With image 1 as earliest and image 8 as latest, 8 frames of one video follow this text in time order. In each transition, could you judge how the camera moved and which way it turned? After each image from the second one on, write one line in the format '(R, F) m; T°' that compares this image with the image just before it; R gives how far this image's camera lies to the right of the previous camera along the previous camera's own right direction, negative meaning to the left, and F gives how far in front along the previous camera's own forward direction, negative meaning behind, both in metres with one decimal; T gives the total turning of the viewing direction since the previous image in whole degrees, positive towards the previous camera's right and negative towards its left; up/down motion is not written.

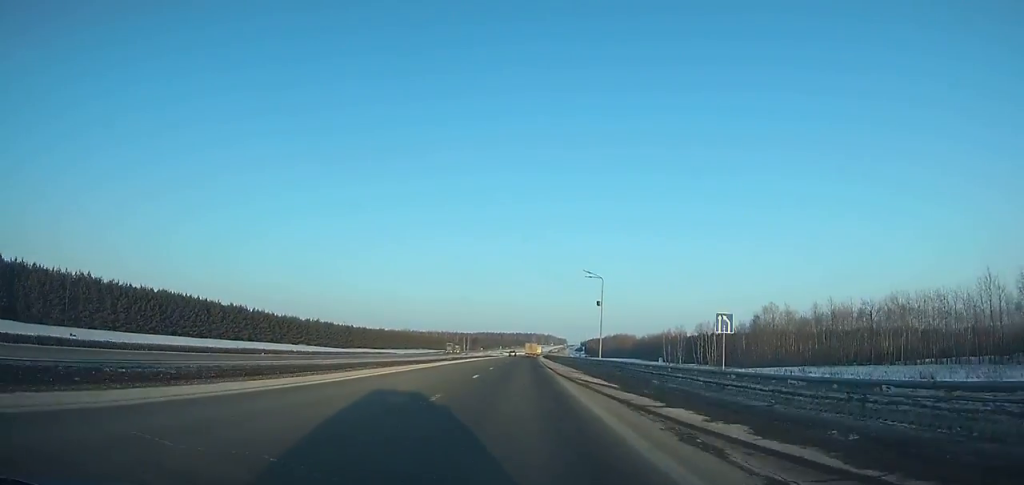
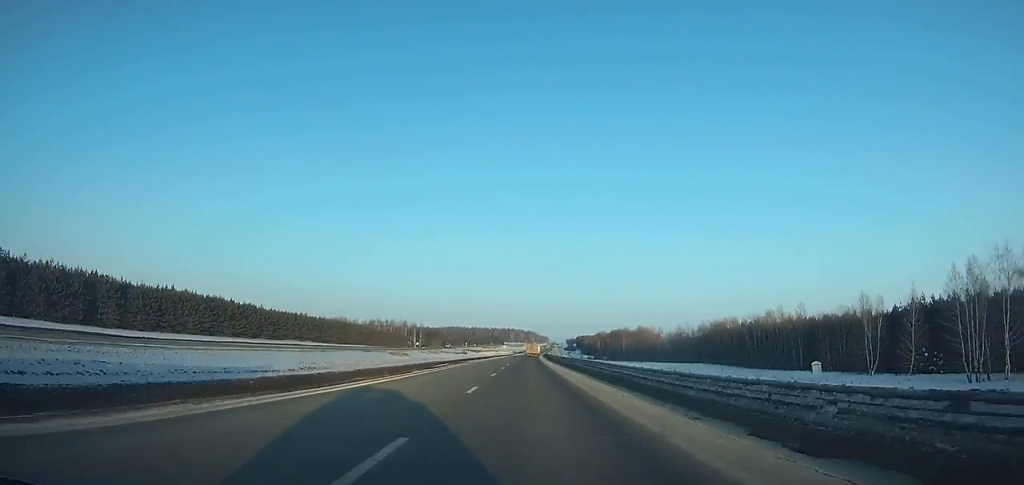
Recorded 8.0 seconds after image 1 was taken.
(+3.5, +184.2) m; +2°
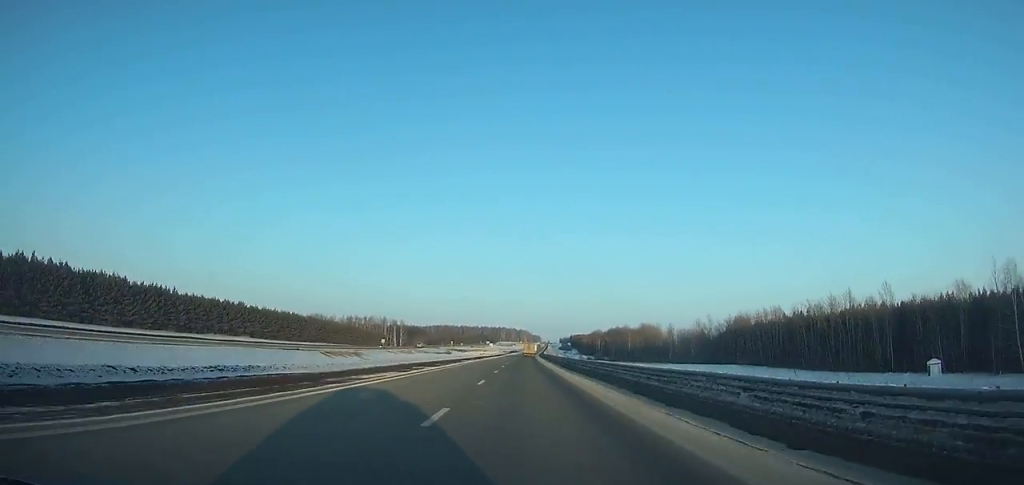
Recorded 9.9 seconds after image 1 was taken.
(+0.1, +43.9) m; 0°
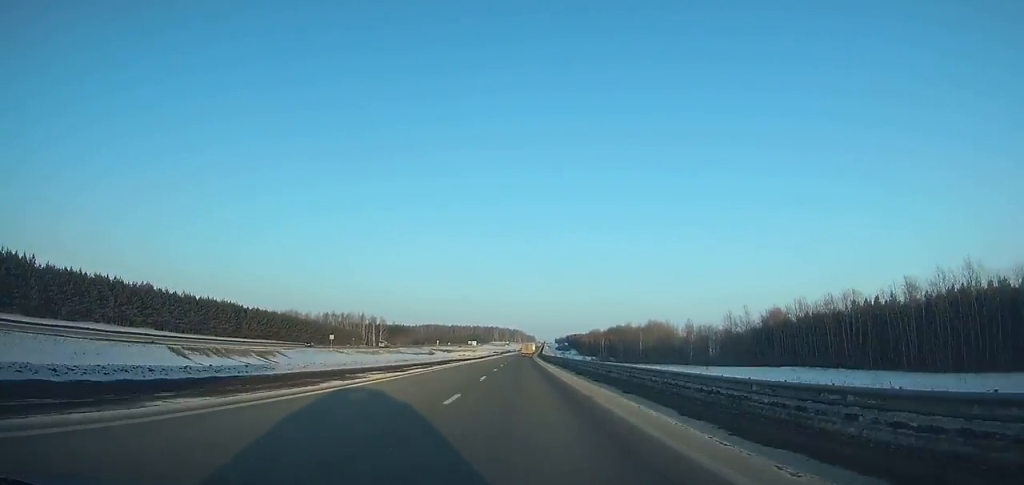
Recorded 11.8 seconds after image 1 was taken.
(+0.2, +43.7) m; 0°
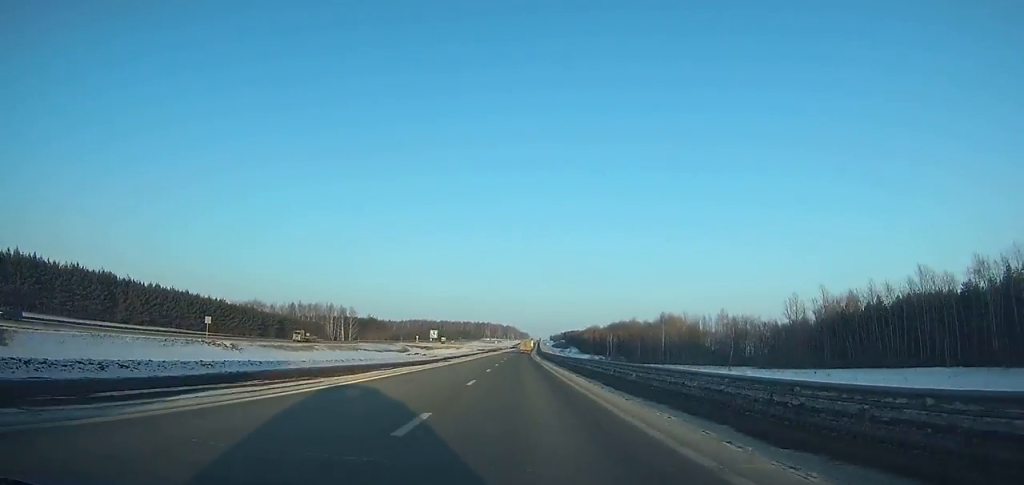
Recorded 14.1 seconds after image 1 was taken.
(+0.2, +52.7) m; +1°
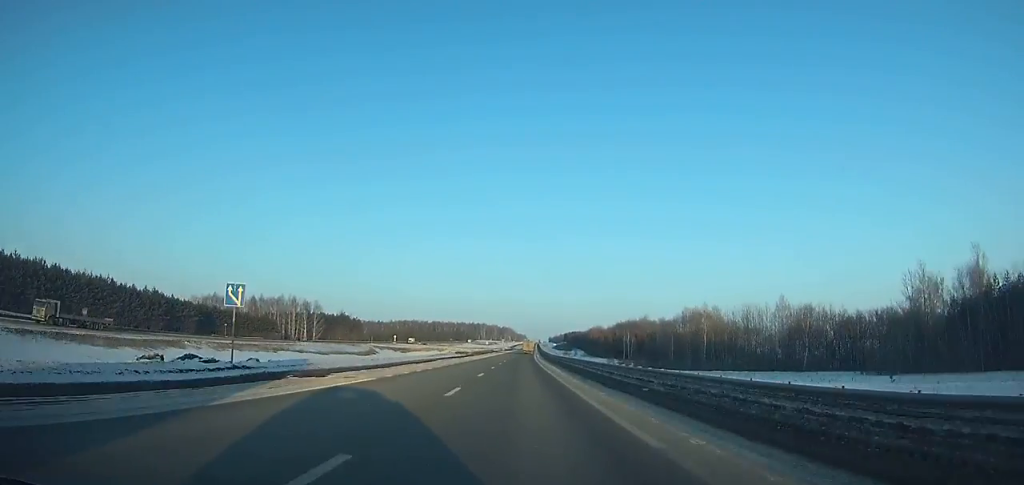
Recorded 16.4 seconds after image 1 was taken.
(+0.2, +52.2) m; 0°
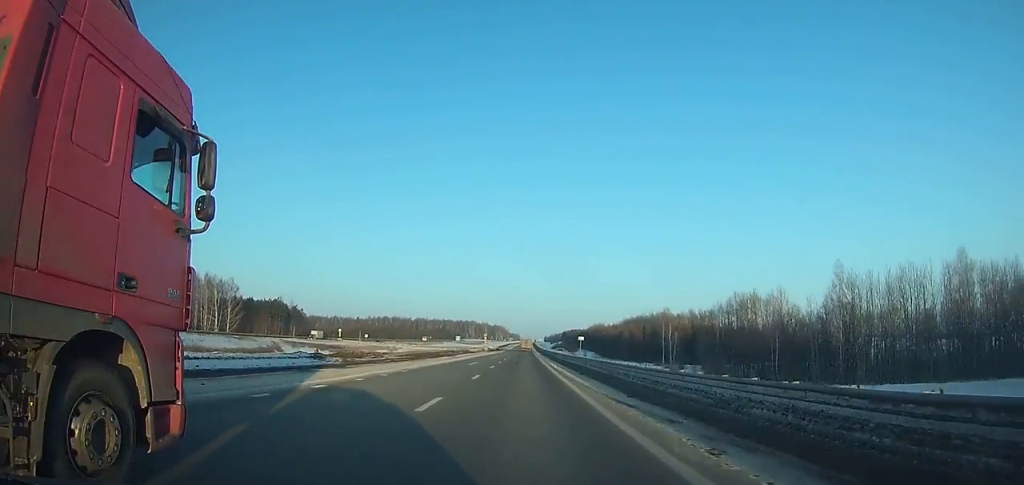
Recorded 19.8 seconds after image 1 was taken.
(+0.4, +75.8) m; +1°
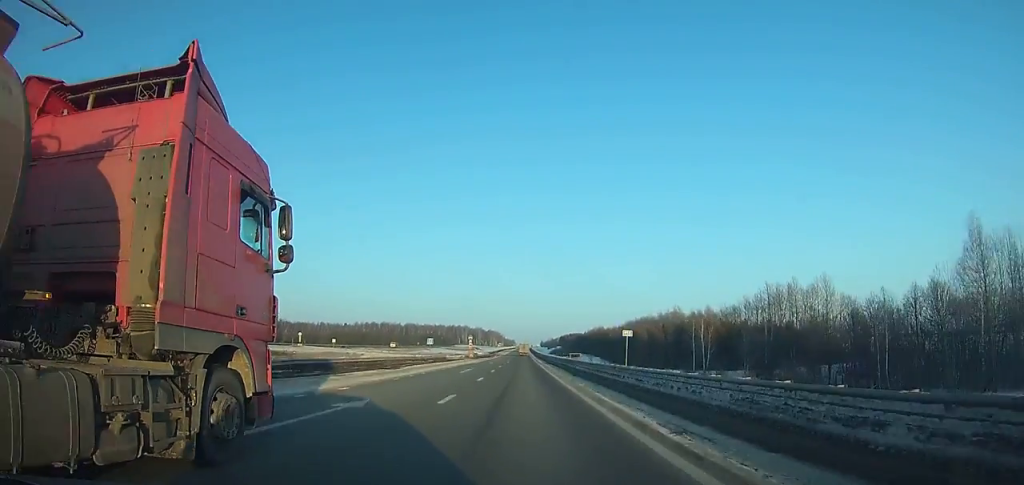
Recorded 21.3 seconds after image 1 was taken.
(+0.1, +32.8) m; 0°
